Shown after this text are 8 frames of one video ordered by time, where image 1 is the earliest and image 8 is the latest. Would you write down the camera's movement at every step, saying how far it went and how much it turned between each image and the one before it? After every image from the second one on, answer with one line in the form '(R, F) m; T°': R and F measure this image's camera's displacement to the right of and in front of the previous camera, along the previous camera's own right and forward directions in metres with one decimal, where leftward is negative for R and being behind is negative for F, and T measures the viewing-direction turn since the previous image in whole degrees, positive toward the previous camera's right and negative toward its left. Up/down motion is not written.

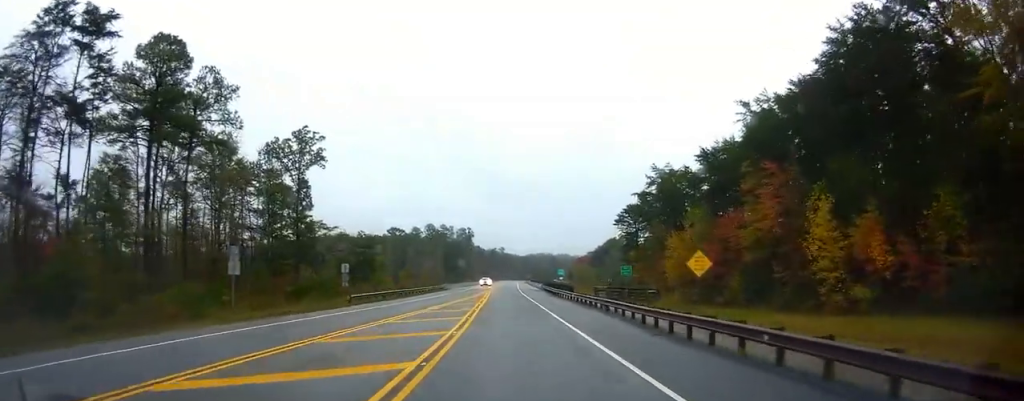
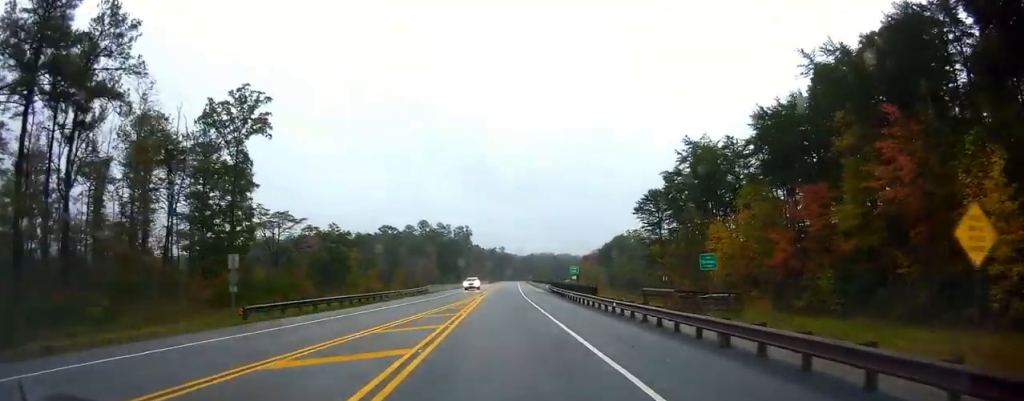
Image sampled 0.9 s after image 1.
(+0.3, +17.3) m; +1°
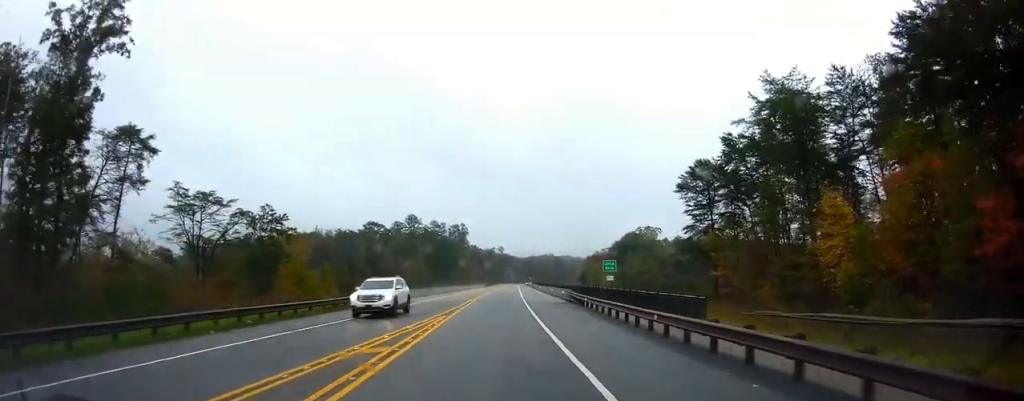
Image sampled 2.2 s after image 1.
(0.0, +25.5) m; 0°
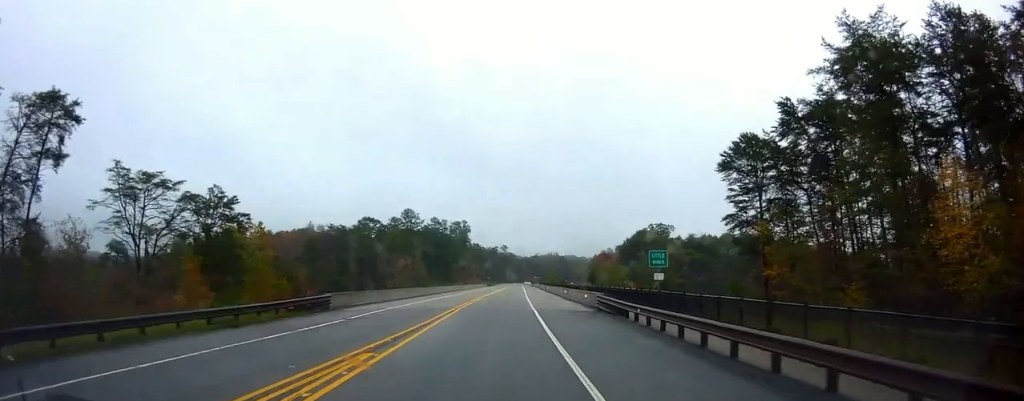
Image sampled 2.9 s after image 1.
(+0.1, +13.8) m; 0°
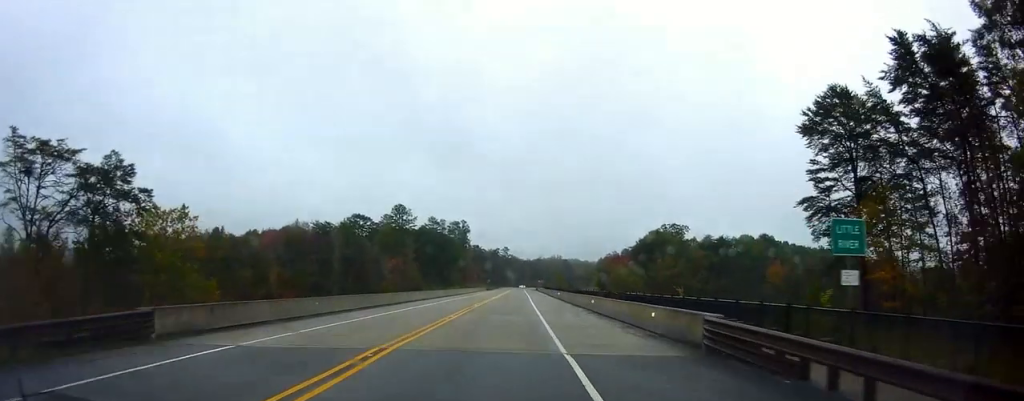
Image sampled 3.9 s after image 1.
(+0.2, +17.3) m; -1°
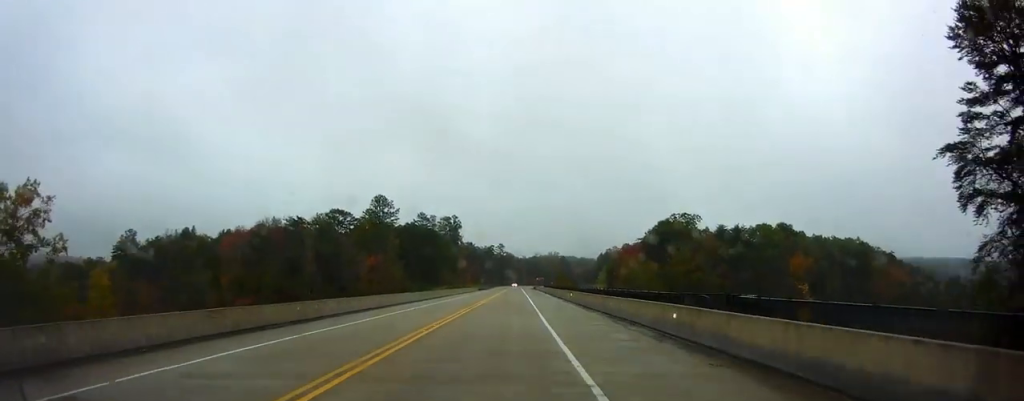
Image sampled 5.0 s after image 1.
(-0.6, +18.8) m; -2°
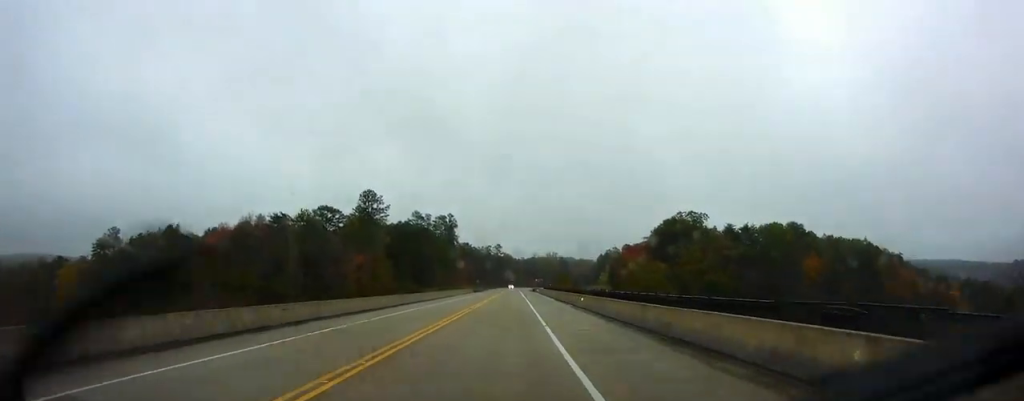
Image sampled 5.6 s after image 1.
(0.0, +9.5) m; 0°
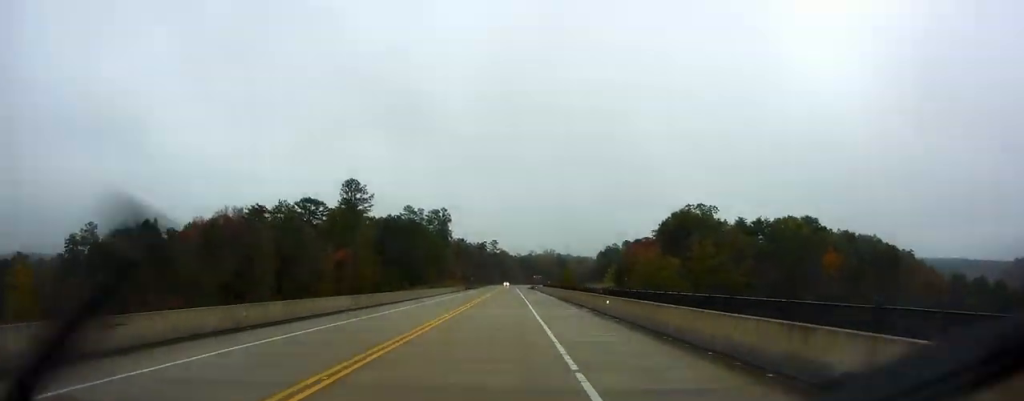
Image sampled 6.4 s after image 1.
(0.0, +11.8) m; +3°
